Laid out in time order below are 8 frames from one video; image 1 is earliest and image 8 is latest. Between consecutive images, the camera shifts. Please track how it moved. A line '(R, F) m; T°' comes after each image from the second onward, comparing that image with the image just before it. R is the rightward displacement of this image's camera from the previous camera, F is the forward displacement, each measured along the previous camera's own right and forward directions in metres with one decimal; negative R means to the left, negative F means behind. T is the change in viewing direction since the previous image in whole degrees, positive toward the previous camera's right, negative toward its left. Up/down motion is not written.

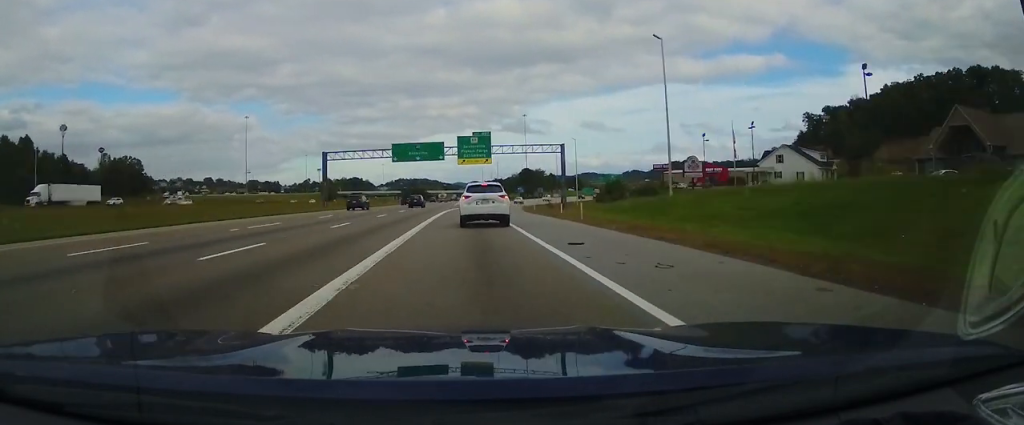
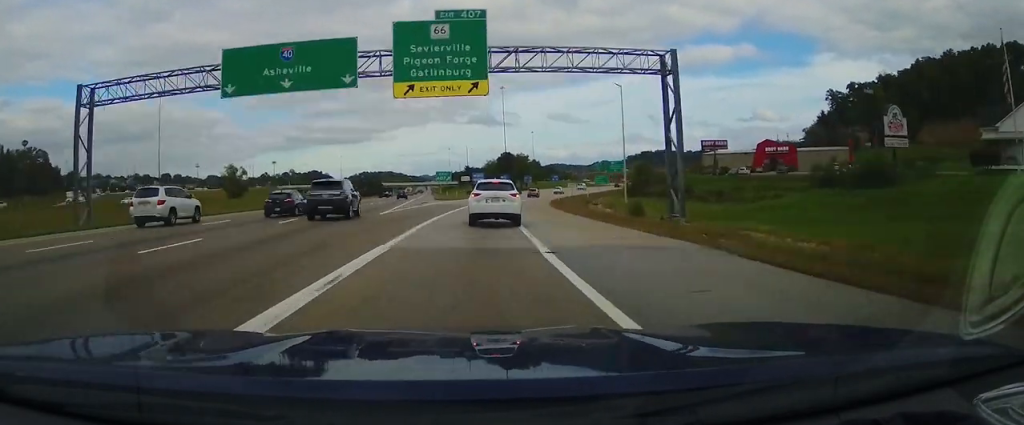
(+3.7, +57.1) m; +6°
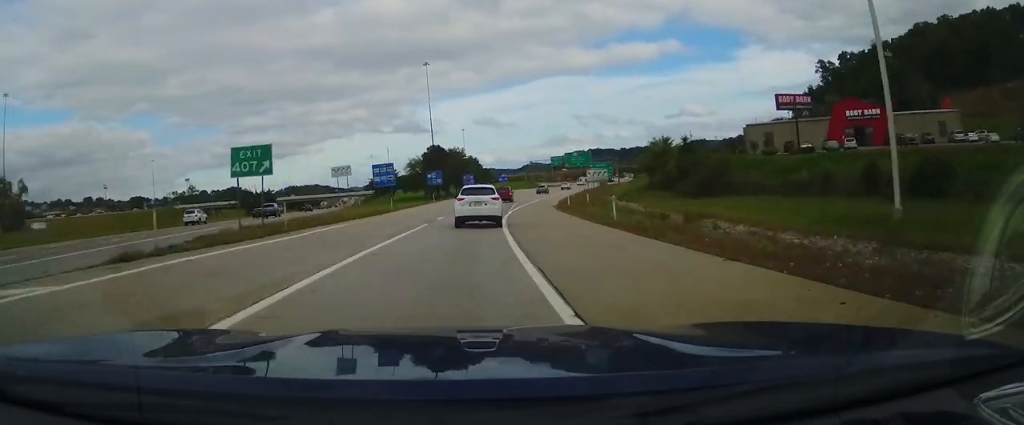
(+3.2, +57.8) m; +7°
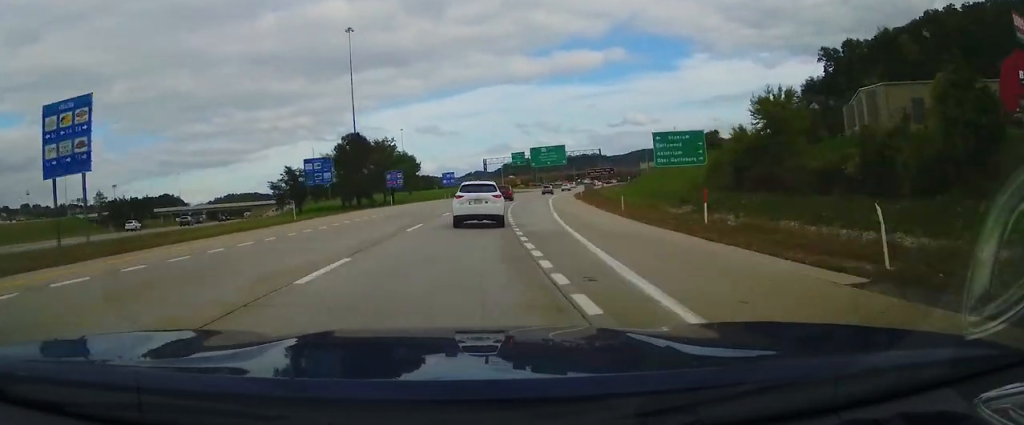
(+1.6, +42.8) m; +6°
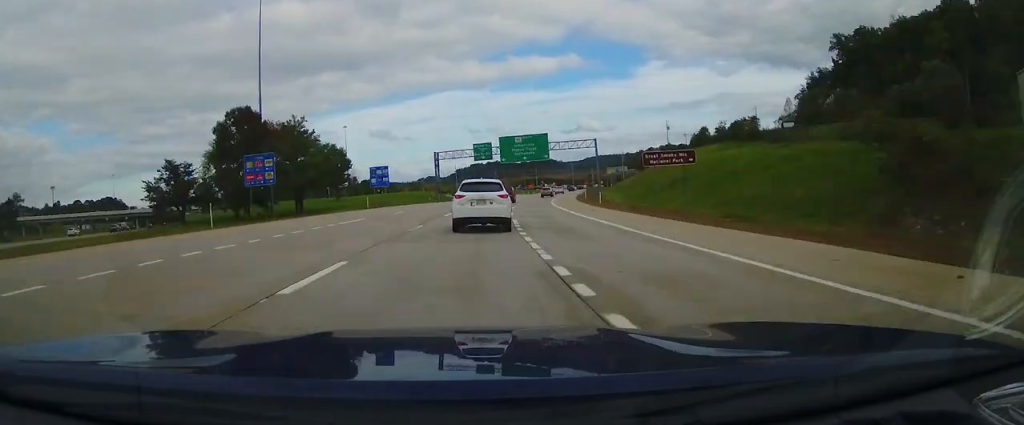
(+2.0, +32.7) m; +4°
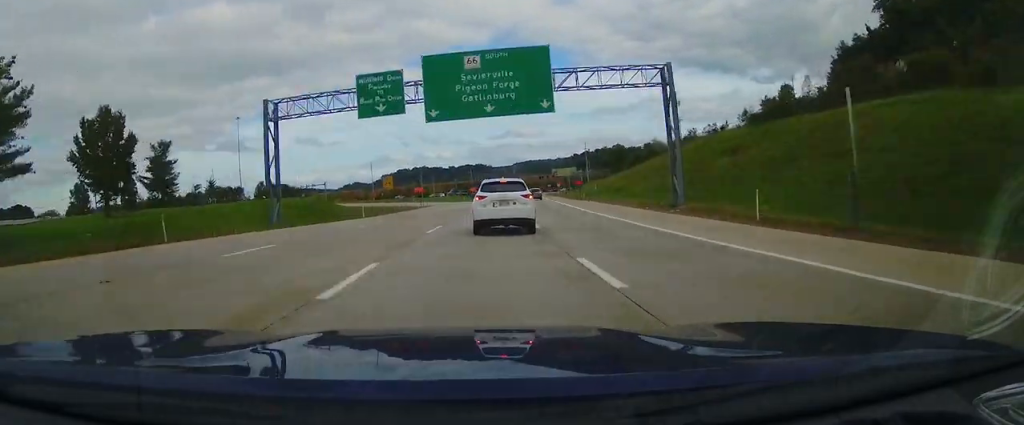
(+3.7, +56.3) m; +6°
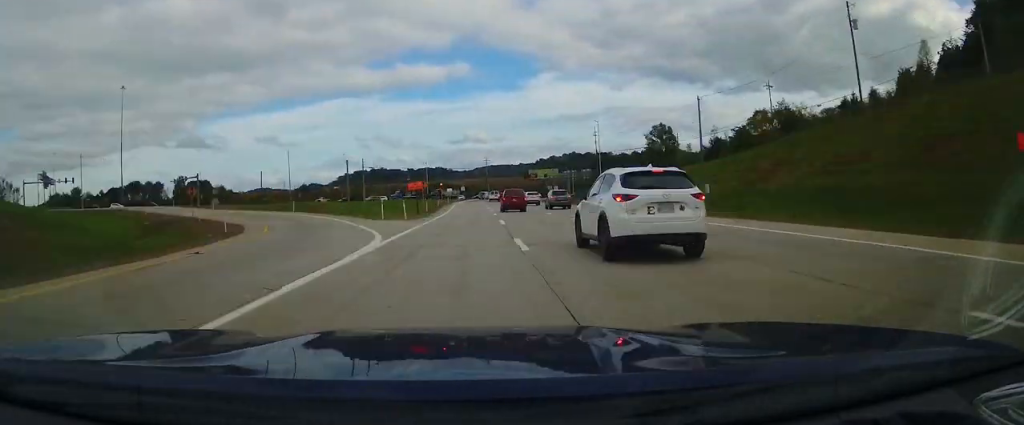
(+2.4, +62.7) m; +2°
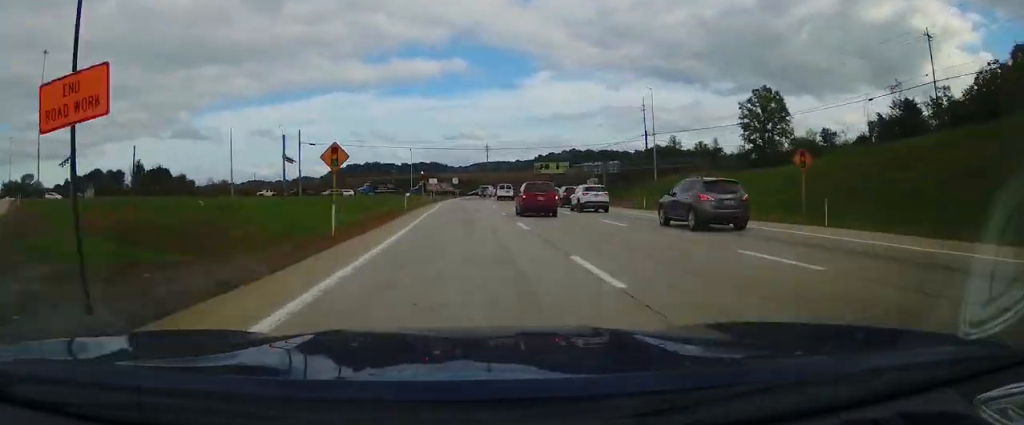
(-0.1, +36.1) m; +3°
